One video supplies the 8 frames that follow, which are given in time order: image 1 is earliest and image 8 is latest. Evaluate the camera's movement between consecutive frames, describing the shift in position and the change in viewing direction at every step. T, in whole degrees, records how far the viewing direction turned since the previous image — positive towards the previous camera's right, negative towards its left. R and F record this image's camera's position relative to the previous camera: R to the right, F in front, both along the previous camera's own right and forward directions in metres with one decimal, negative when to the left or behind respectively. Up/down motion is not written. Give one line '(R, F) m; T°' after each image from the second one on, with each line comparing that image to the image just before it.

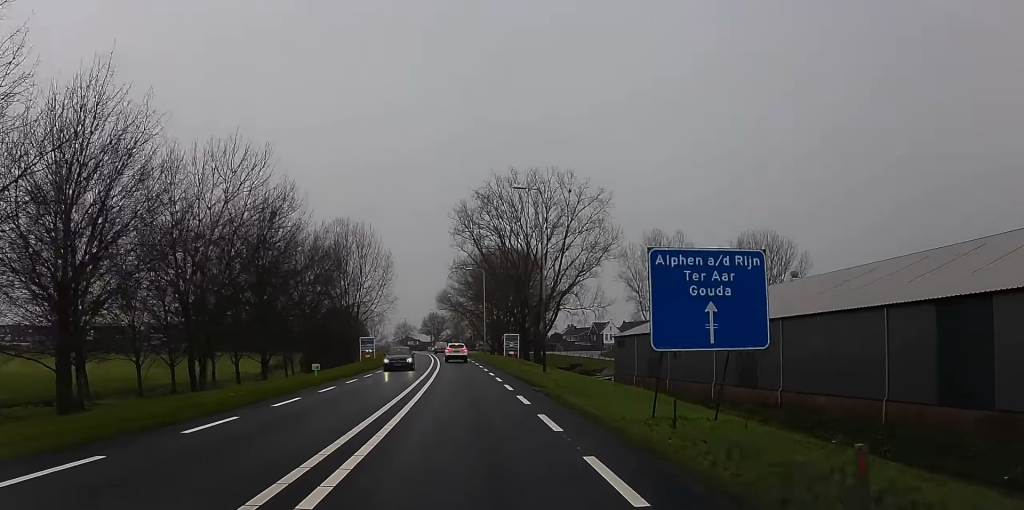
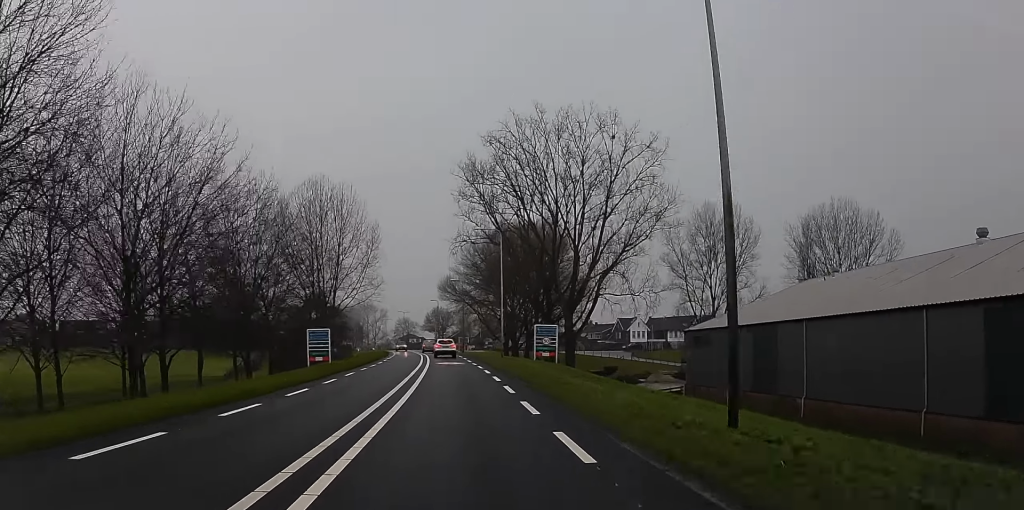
(-0.9, +27.6) m; -1°
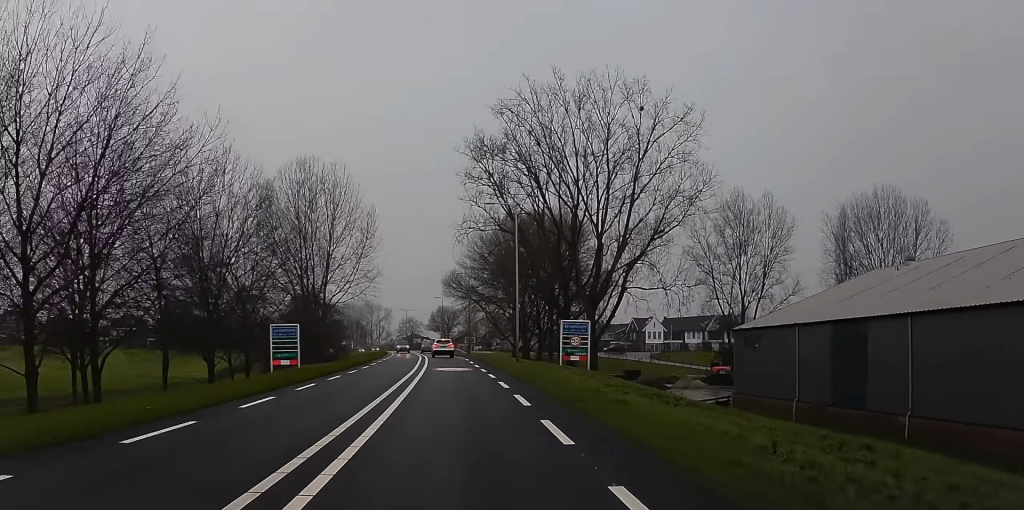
(0.0, +9.8) m; +1°
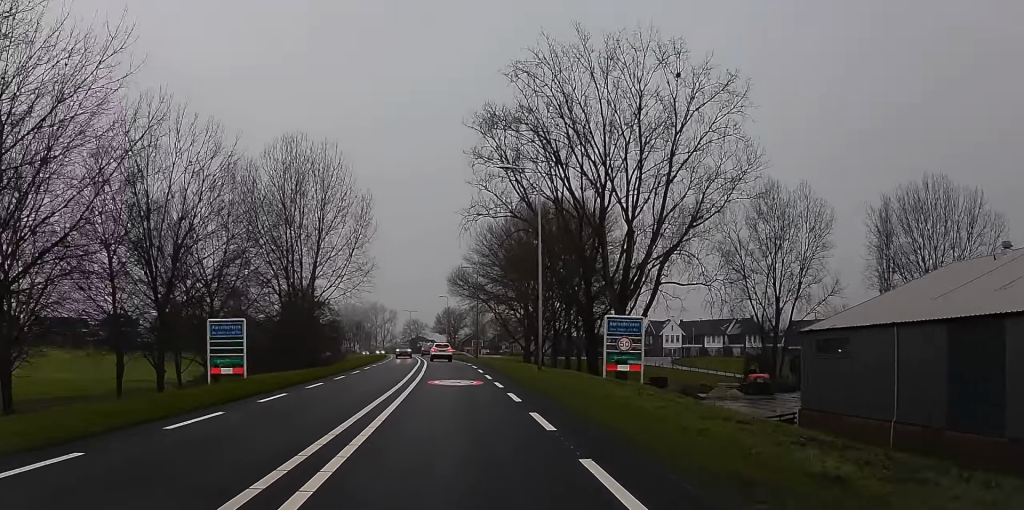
(+0.1, +10.1) m; +1°
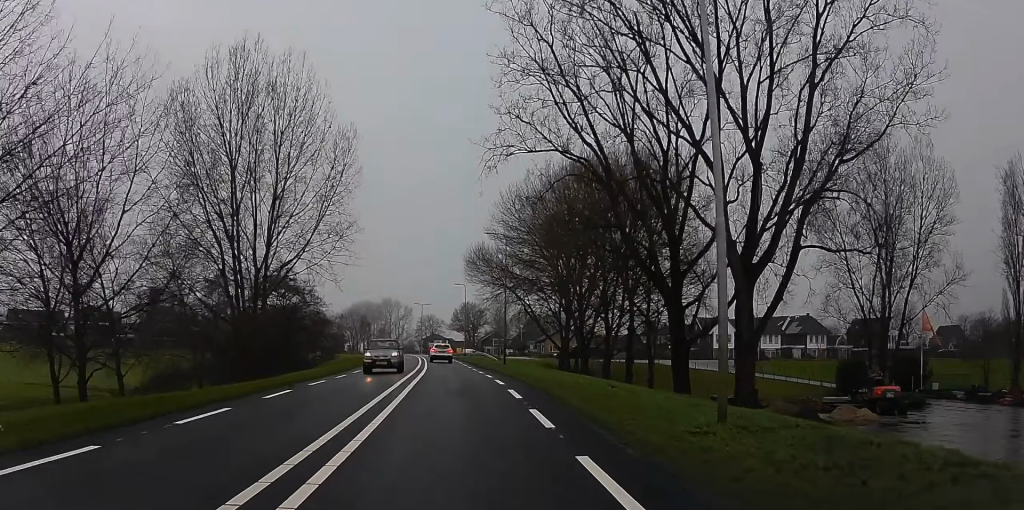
(+0.1, +23.5) m; 0°
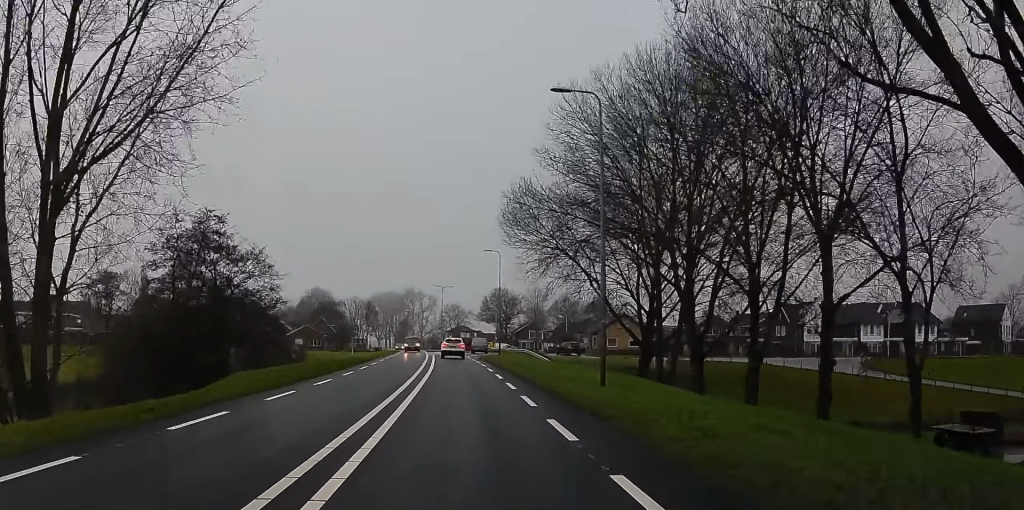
(-0.7, +30.6) m; -2°
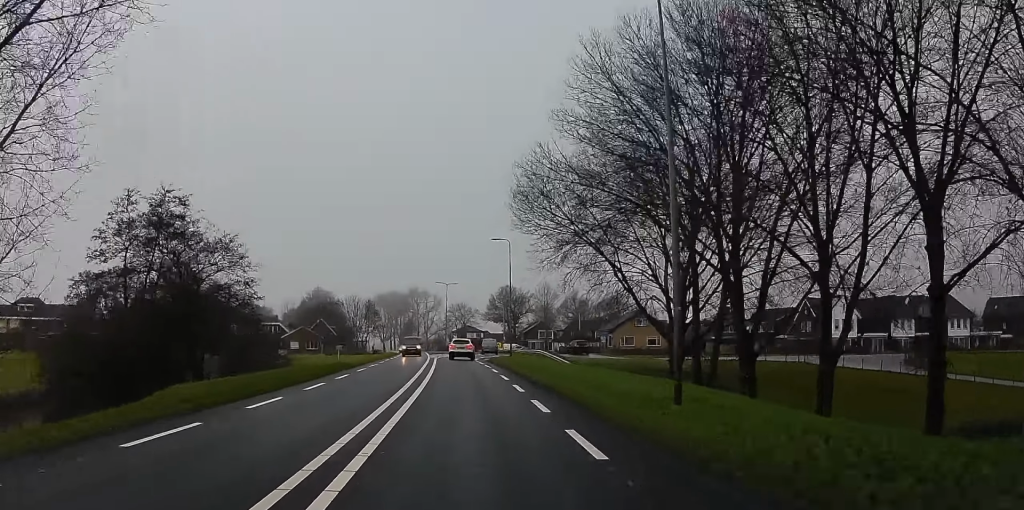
(0.0, +7.6) m; 0°
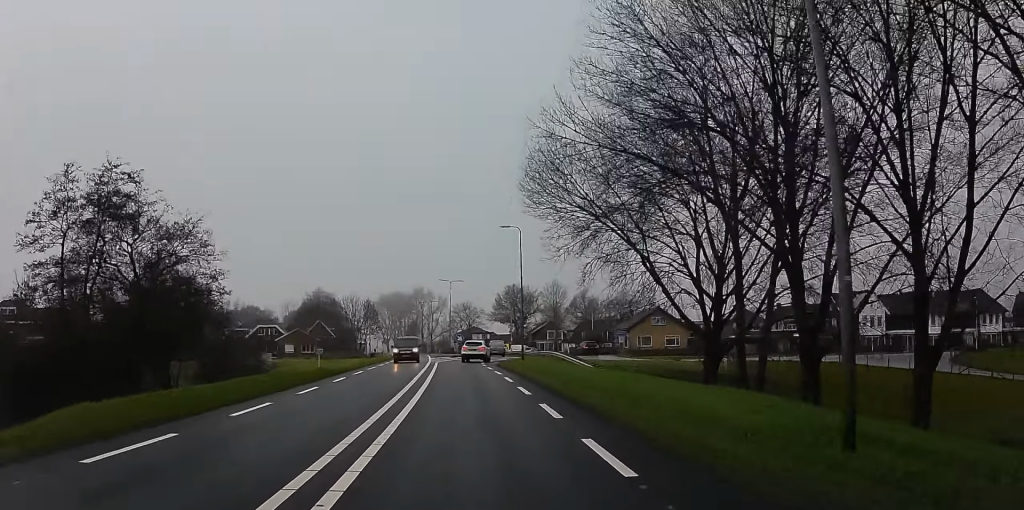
(0.0, +7.5) m; 0°
